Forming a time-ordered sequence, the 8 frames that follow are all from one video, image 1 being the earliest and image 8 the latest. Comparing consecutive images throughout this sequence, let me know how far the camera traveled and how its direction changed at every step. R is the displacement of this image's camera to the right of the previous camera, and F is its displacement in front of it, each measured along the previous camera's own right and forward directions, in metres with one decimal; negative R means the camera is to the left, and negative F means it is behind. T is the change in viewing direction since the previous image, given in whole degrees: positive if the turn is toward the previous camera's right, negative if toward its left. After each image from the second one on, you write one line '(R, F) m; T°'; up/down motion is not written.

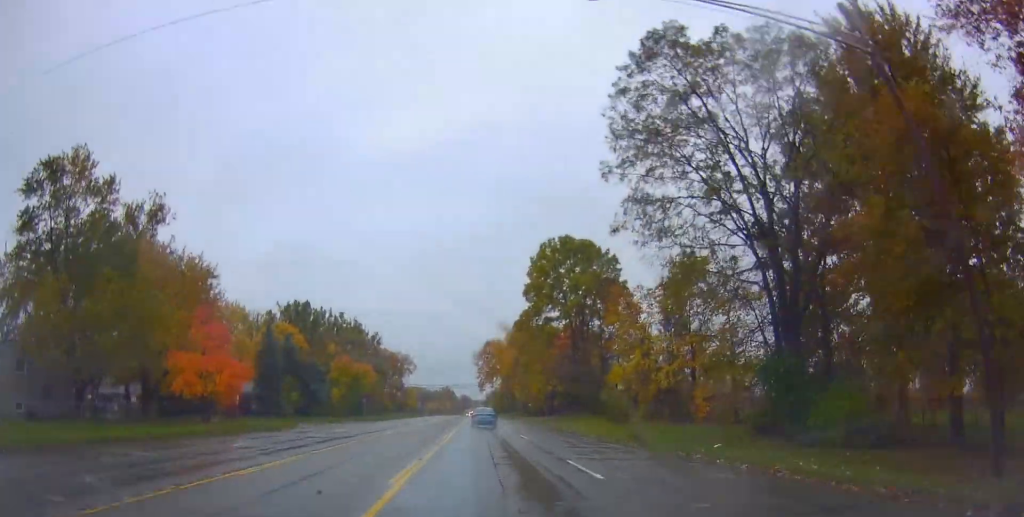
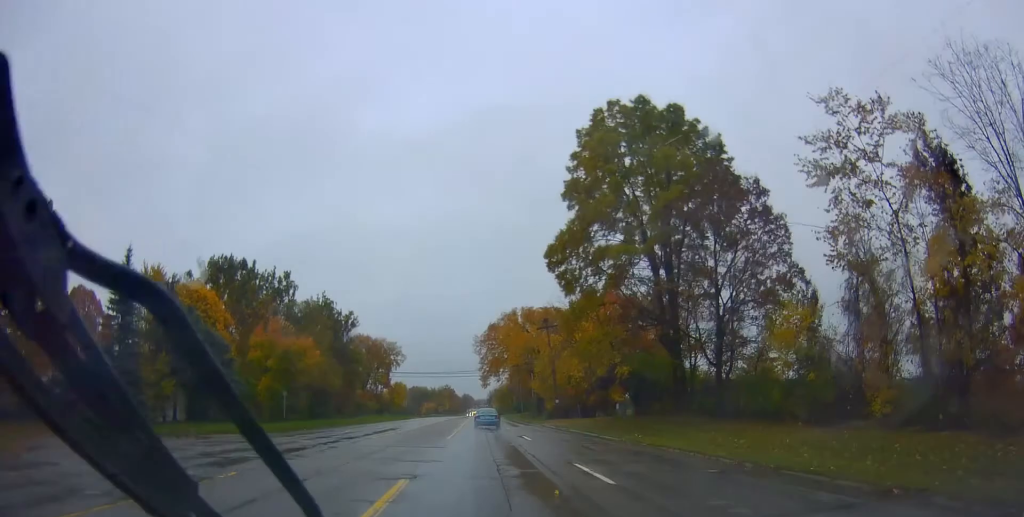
(-0.5, +30.7) m; 0°
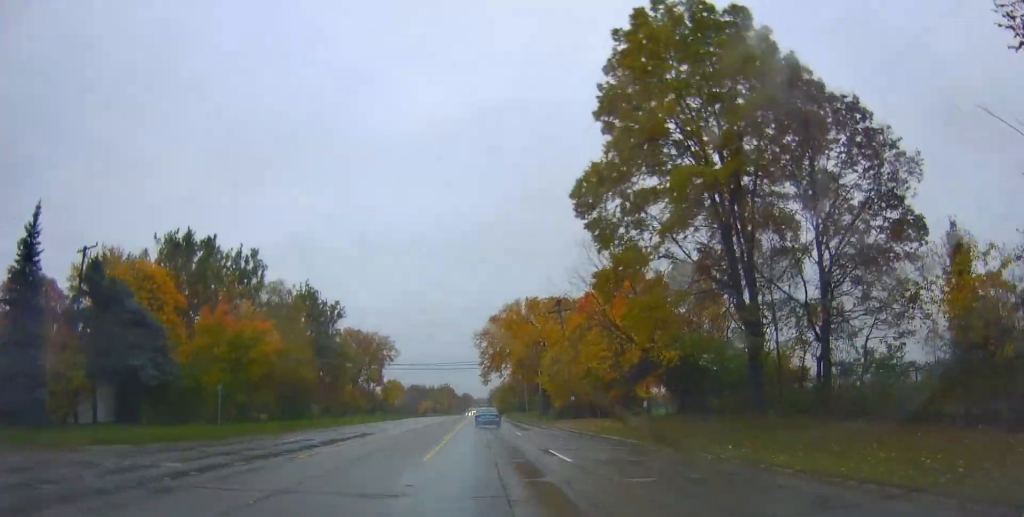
(+0.2, +11.2) m; 0°
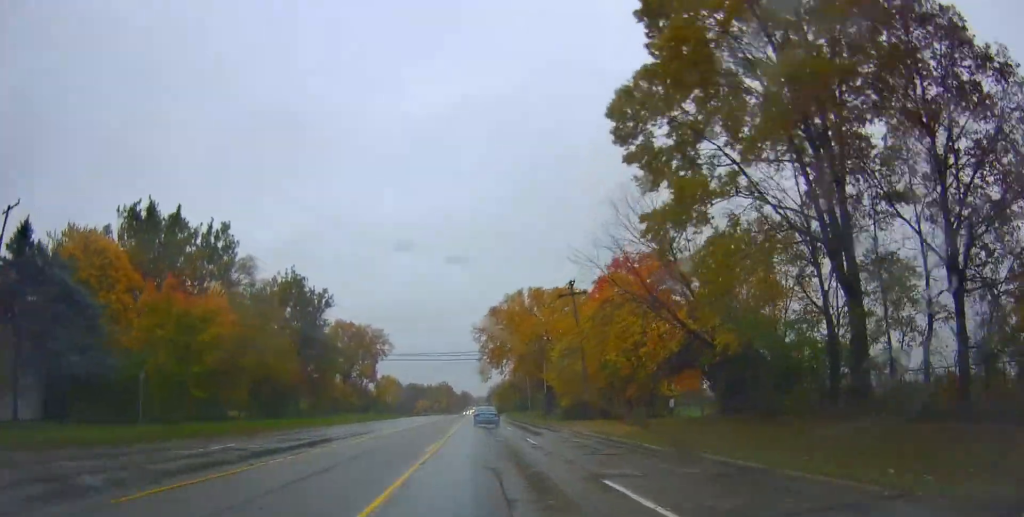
(+0.2, +8.1) m; 0°
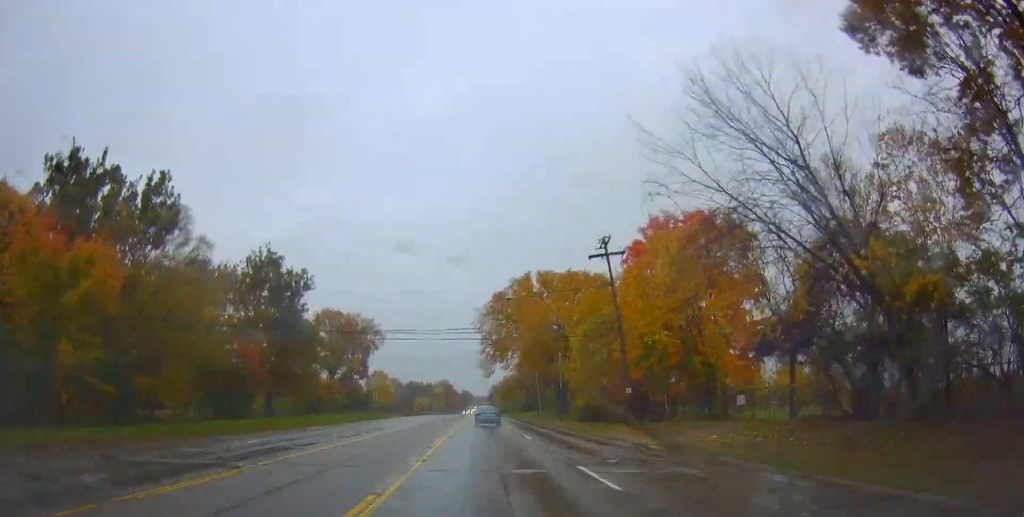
(-0.2, +13.0) m; -1°
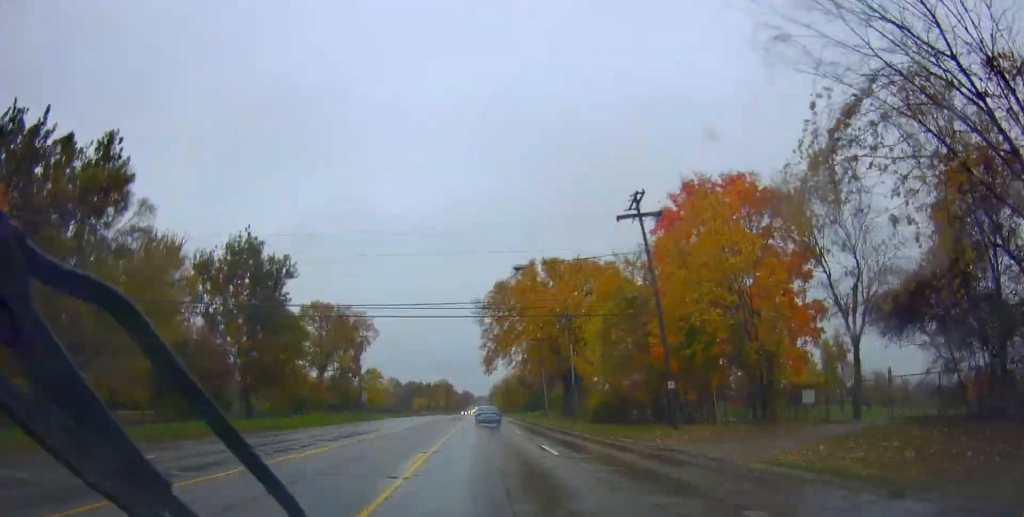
(-0.1, +8.0) m; 0°
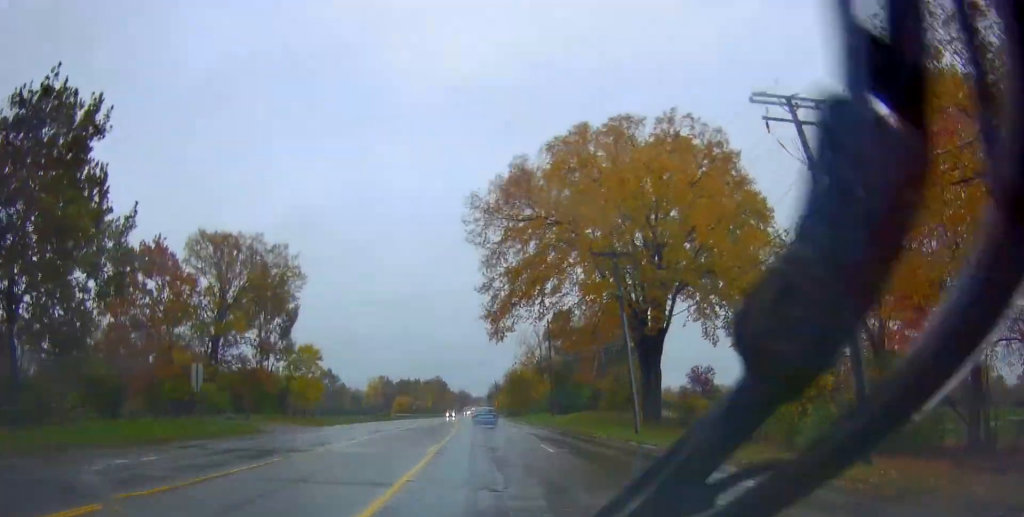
(+1.5, +43.5) m; +3°
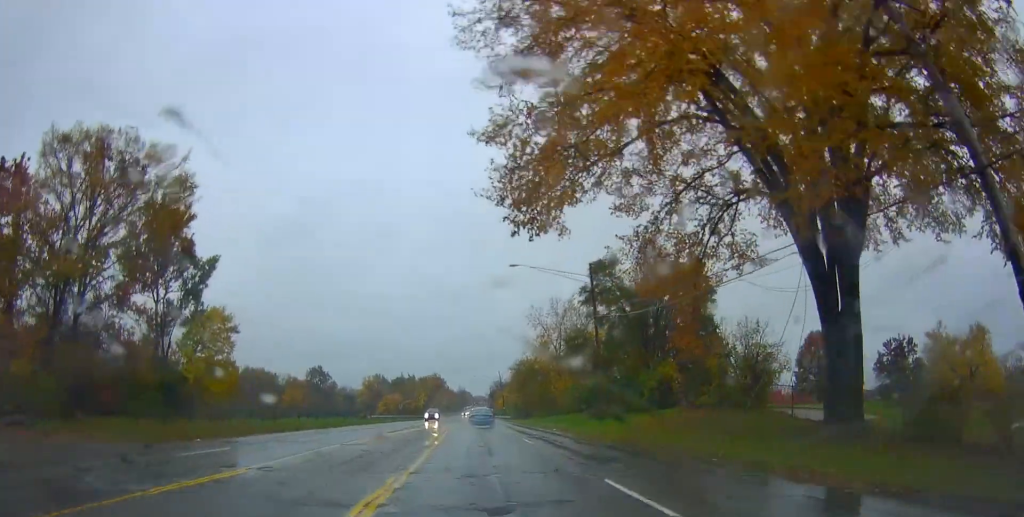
(-0.7, +26.8) m; -2°
